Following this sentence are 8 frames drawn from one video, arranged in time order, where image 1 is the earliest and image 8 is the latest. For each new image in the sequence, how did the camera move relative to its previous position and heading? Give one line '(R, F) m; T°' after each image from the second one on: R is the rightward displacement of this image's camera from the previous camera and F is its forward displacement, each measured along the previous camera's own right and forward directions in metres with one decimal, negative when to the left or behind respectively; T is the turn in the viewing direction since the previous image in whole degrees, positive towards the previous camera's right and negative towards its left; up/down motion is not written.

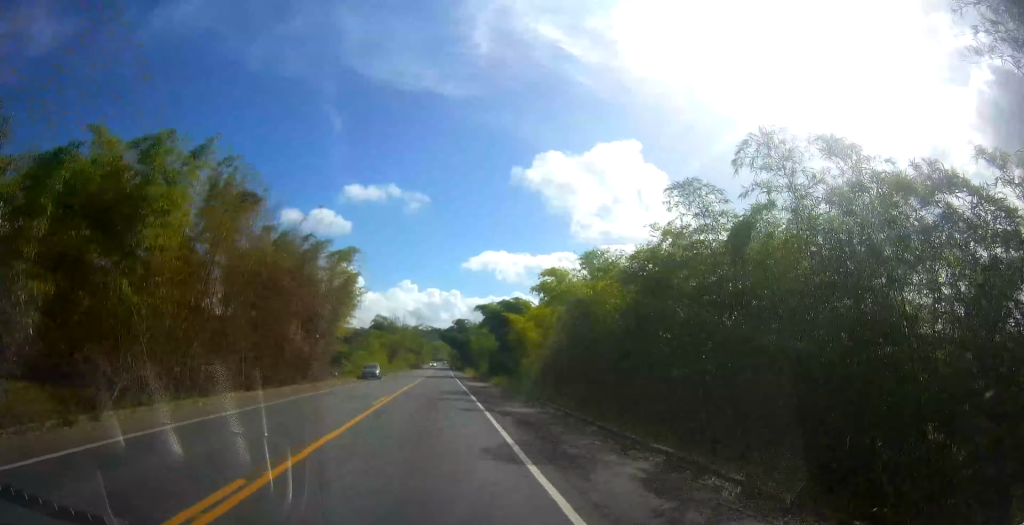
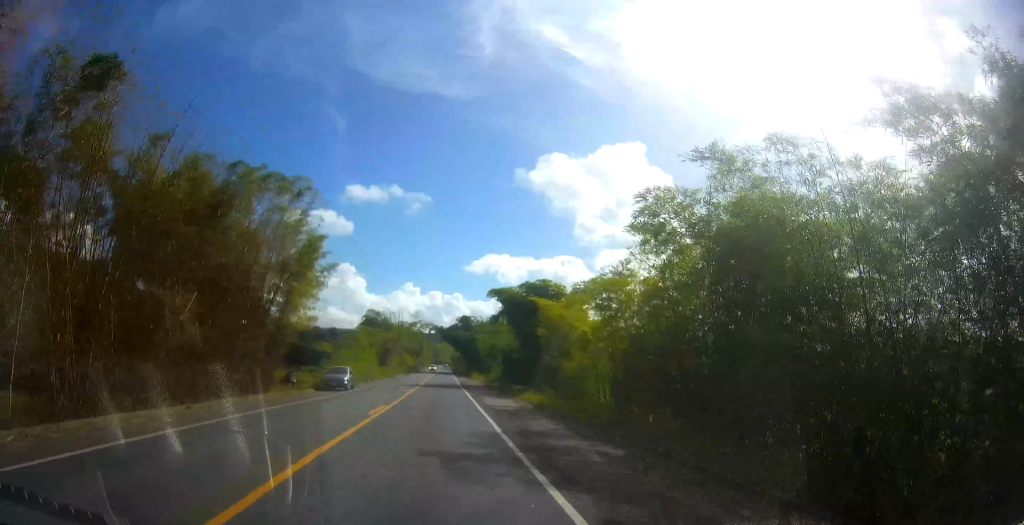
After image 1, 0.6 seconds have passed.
(-0.4, +19.0) m; 0°
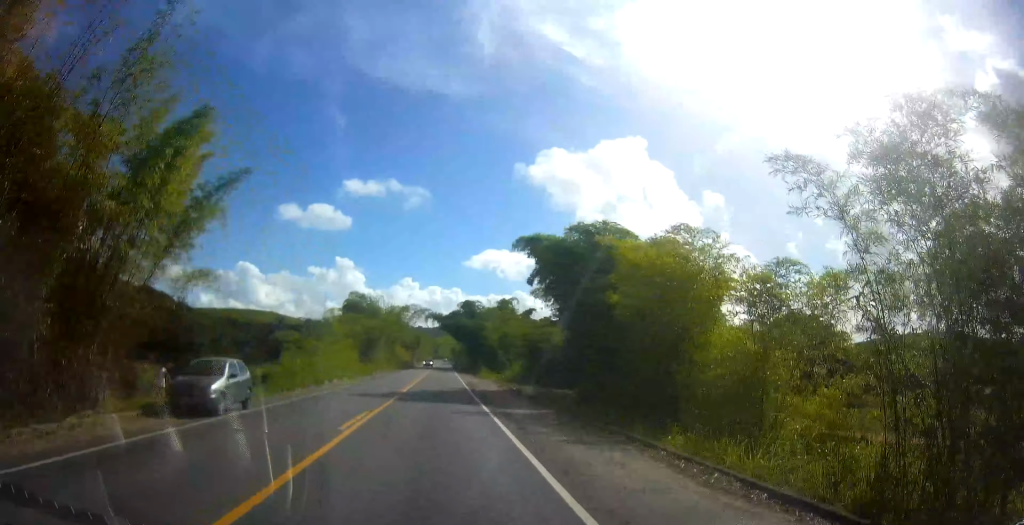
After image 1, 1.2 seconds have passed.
(+0.5, +21.1) m; 0°
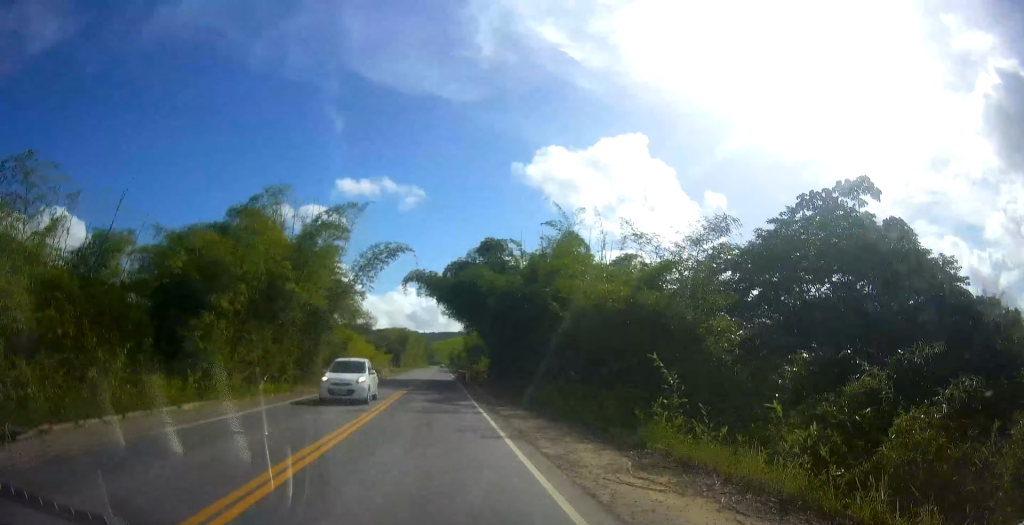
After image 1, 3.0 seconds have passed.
(-0.5, +54.7) m; -1°
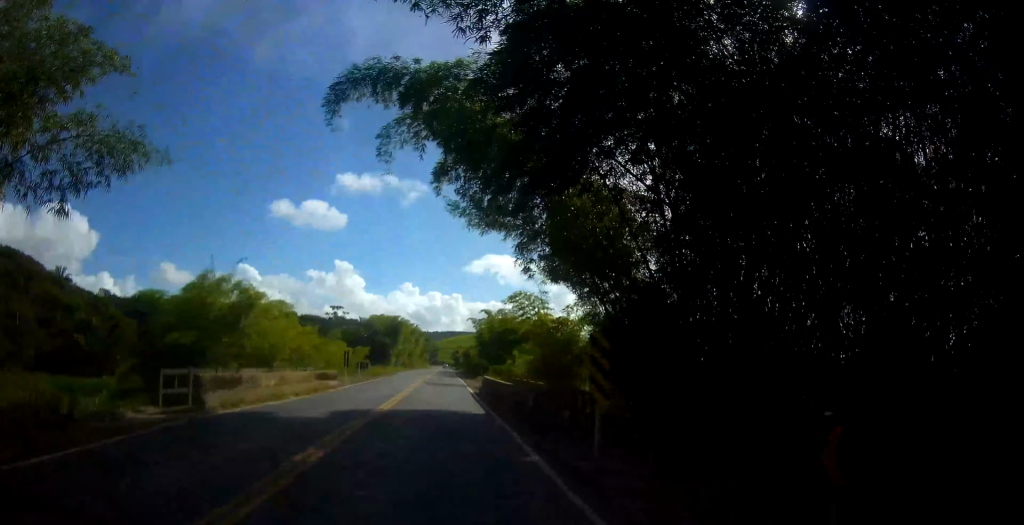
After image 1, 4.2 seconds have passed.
(+0.3, +39.1) m; 0°
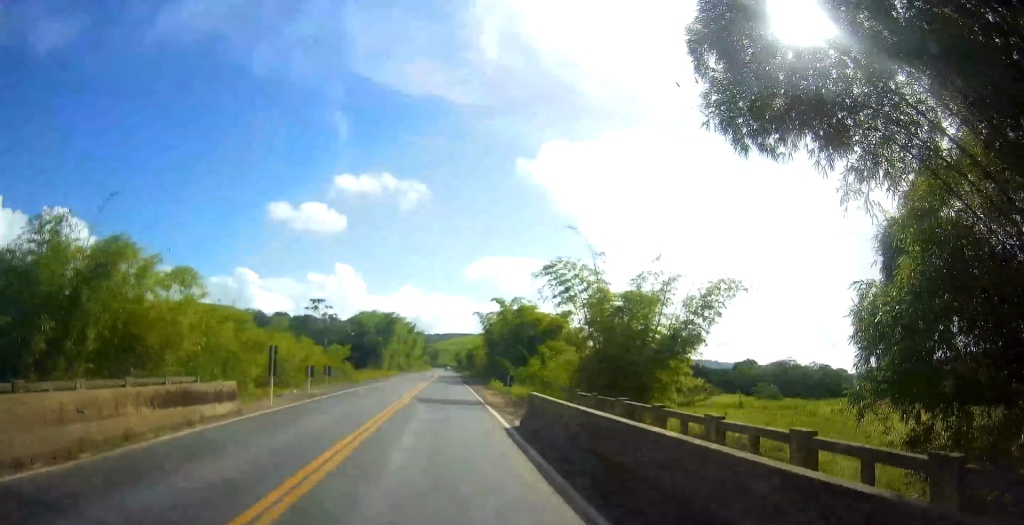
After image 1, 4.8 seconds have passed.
(+0.1, +15.8) m; 0°
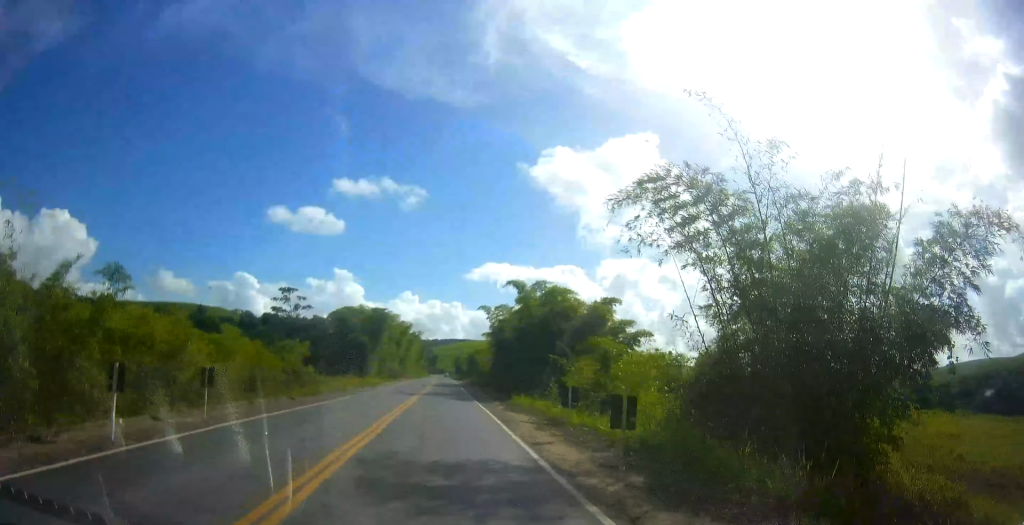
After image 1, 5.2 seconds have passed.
(-0.3, +15.8) m; 0°
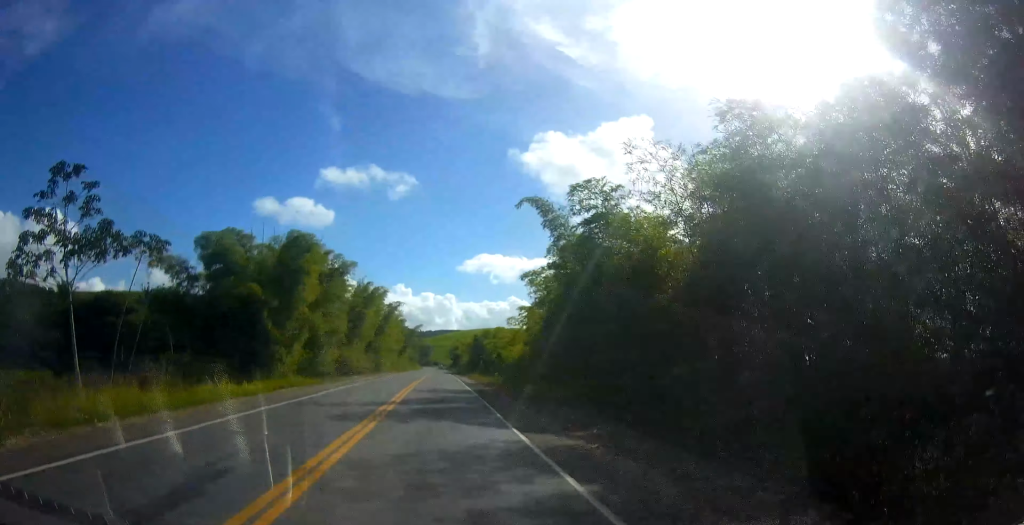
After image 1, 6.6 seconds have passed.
(+0.2, +43.7) m; +1°
